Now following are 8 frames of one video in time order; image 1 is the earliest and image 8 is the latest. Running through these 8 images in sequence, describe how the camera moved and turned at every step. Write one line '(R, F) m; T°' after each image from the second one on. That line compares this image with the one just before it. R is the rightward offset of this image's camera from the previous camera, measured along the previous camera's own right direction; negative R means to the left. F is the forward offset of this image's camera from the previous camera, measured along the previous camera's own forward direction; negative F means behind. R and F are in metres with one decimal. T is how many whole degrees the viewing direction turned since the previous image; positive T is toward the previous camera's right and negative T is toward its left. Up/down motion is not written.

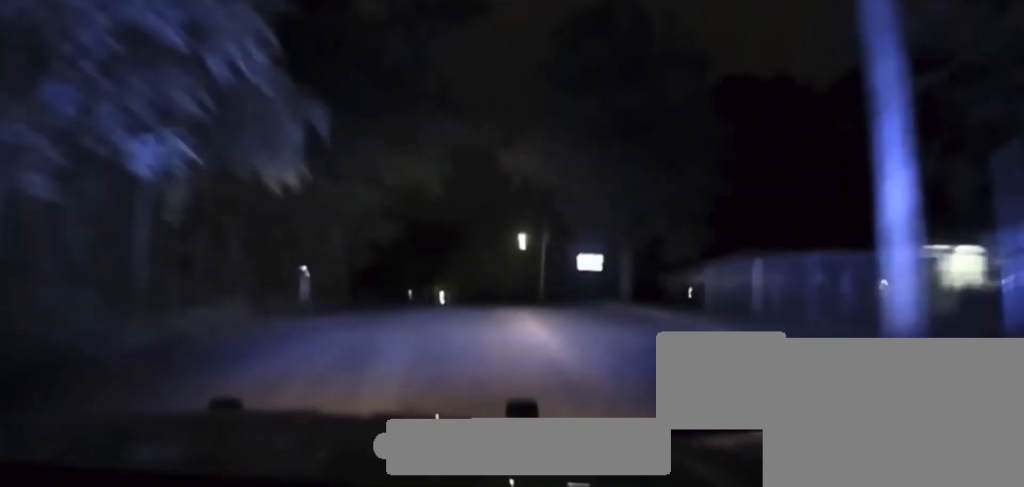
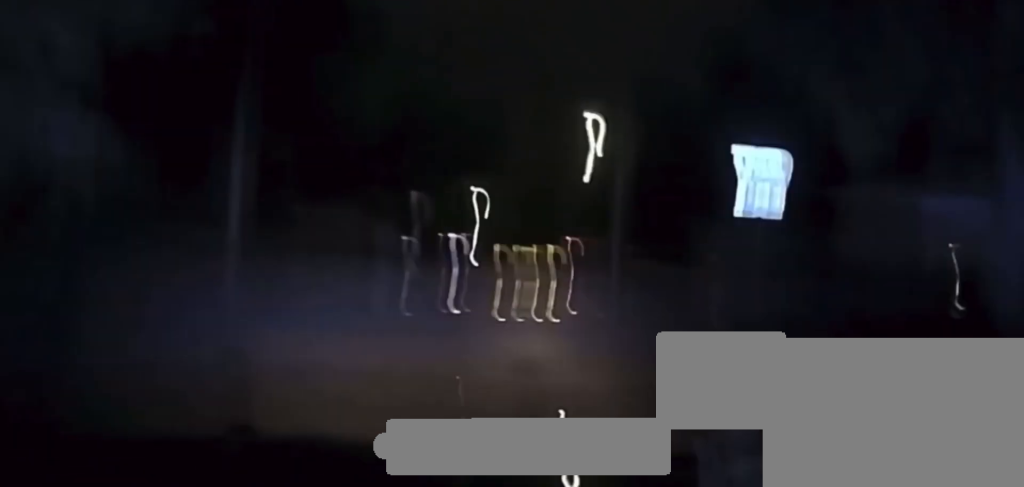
(-0.2, +22.3) m; -1°
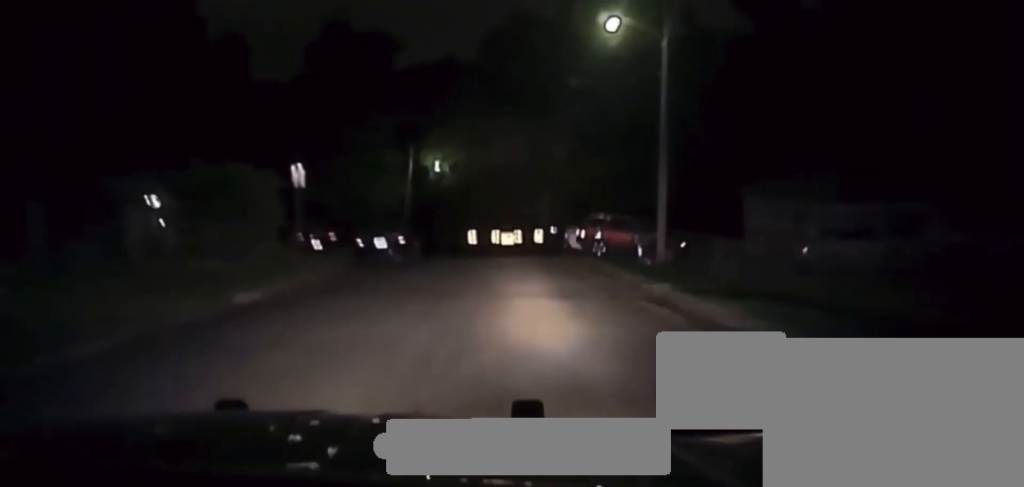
(-0.1, +21.1) m; 0°
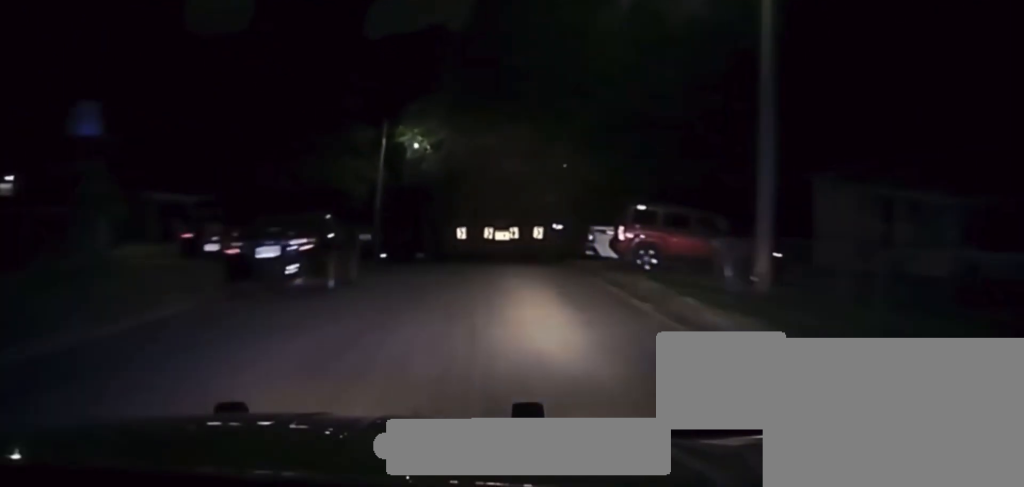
(0.0, +13.4) m; -1°
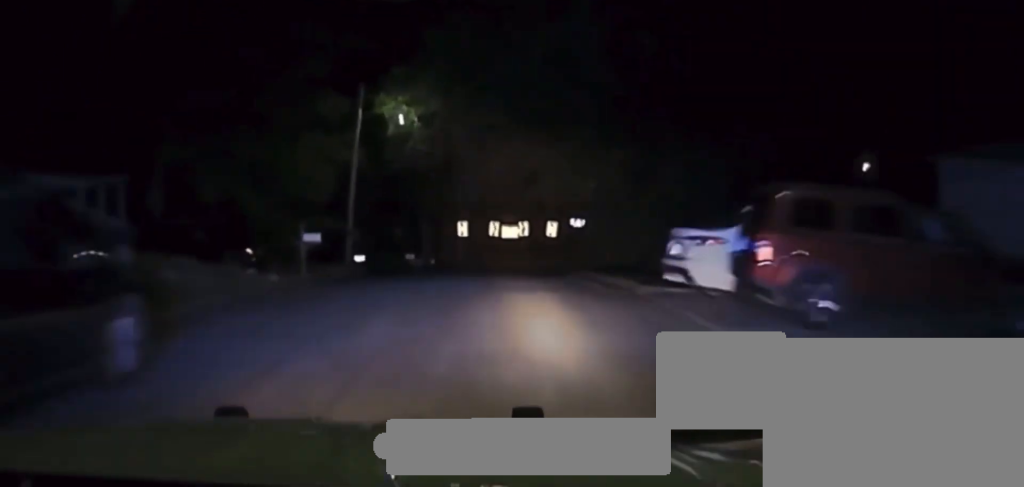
(0.0, +13.8) m; -1°
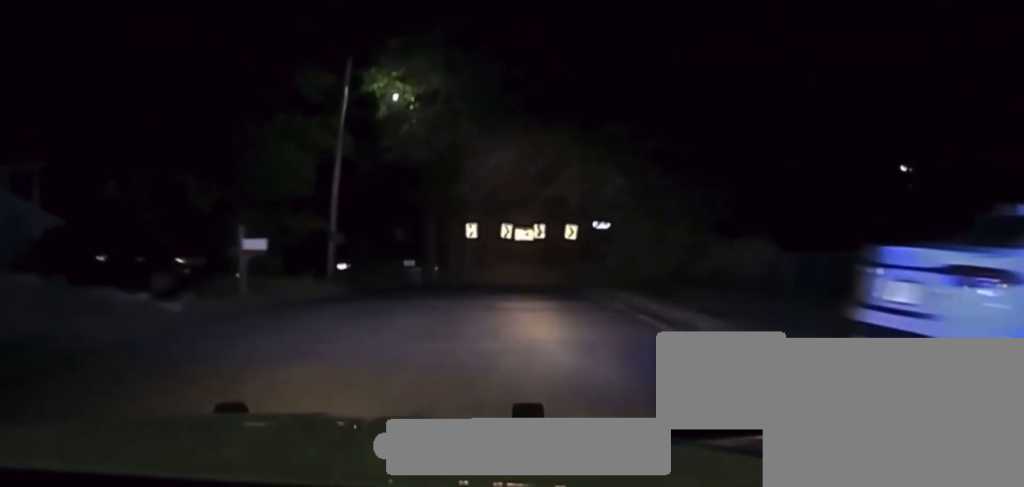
(-0.1, +8.1) m; 0°
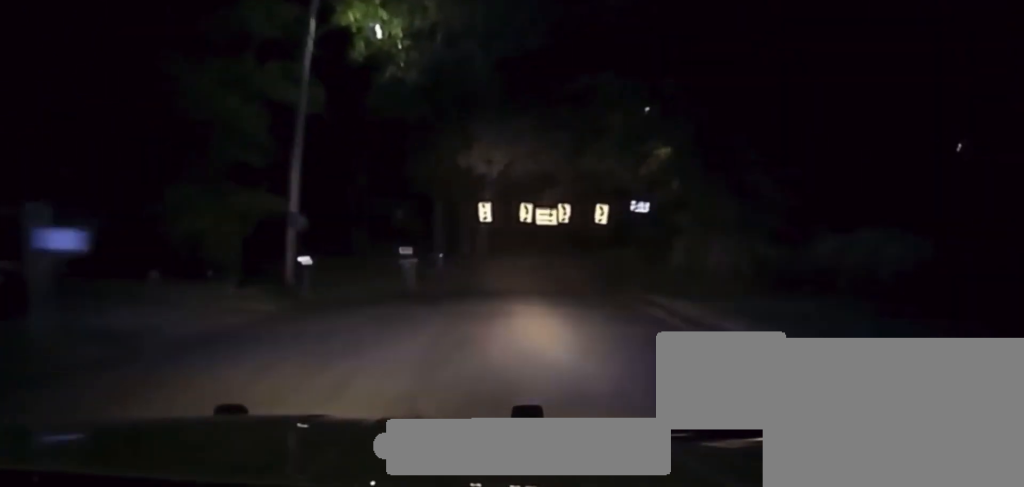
(-0.1, +11.7) m; -1°
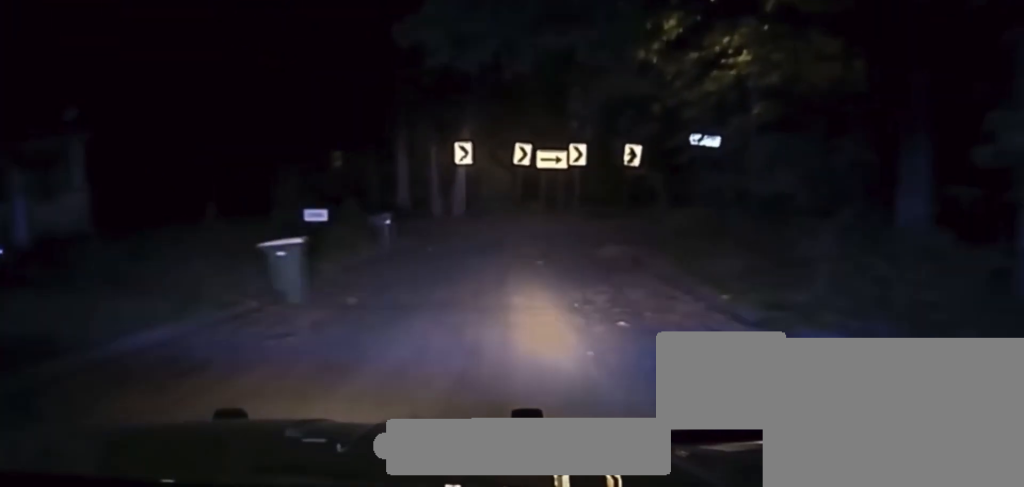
(0.0, +17.8) m; 0°
